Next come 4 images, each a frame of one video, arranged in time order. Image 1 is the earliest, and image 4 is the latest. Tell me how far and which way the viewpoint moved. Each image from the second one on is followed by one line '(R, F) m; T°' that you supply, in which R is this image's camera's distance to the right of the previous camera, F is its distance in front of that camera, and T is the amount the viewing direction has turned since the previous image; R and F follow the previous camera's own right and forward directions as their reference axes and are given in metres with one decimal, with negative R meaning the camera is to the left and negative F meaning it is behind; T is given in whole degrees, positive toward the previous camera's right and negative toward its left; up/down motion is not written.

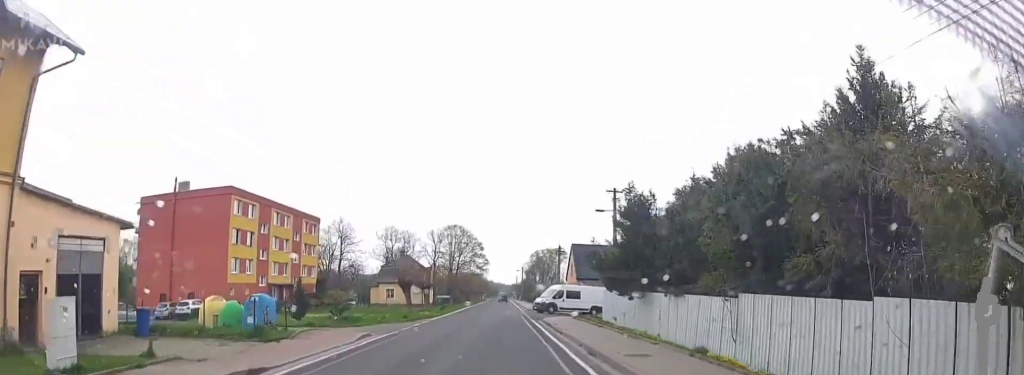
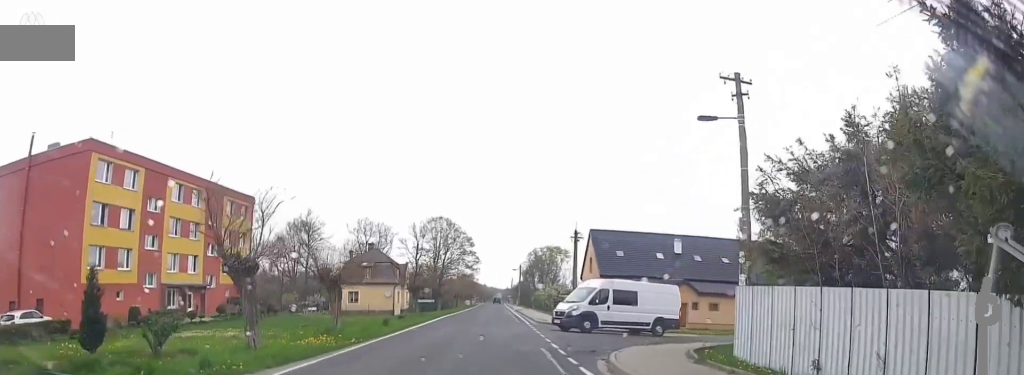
(+0.2, +30.9) m; +1°
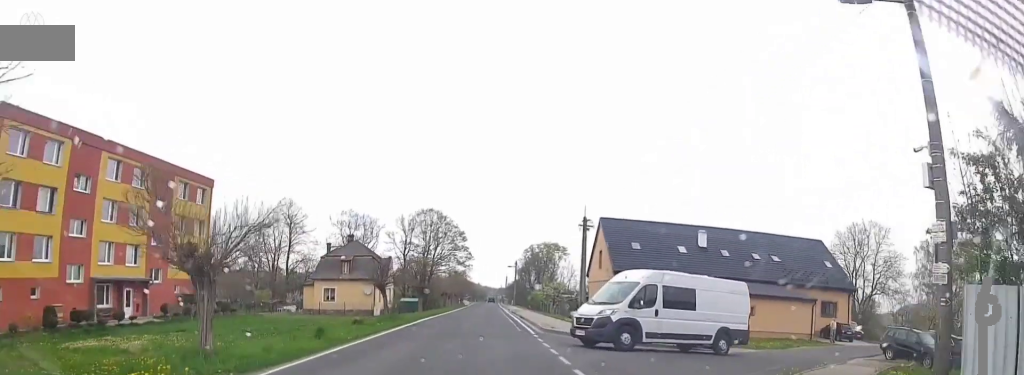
(-0.1, +10.2) m; +1°
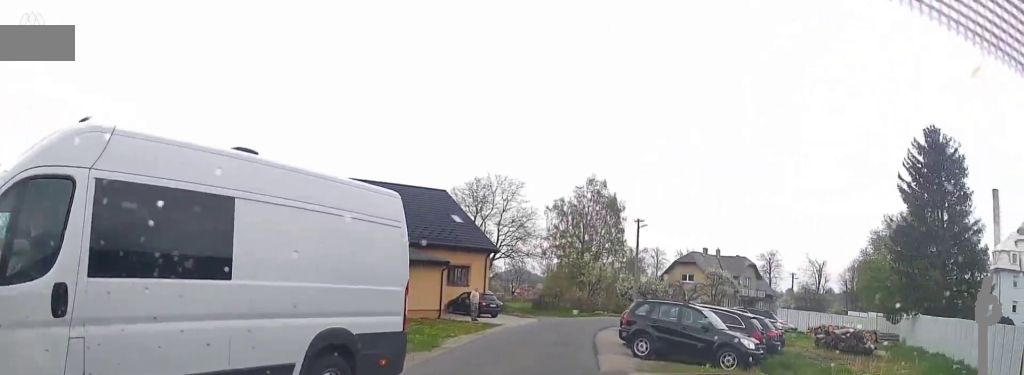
(+2.8, +14.2) m; +34°
